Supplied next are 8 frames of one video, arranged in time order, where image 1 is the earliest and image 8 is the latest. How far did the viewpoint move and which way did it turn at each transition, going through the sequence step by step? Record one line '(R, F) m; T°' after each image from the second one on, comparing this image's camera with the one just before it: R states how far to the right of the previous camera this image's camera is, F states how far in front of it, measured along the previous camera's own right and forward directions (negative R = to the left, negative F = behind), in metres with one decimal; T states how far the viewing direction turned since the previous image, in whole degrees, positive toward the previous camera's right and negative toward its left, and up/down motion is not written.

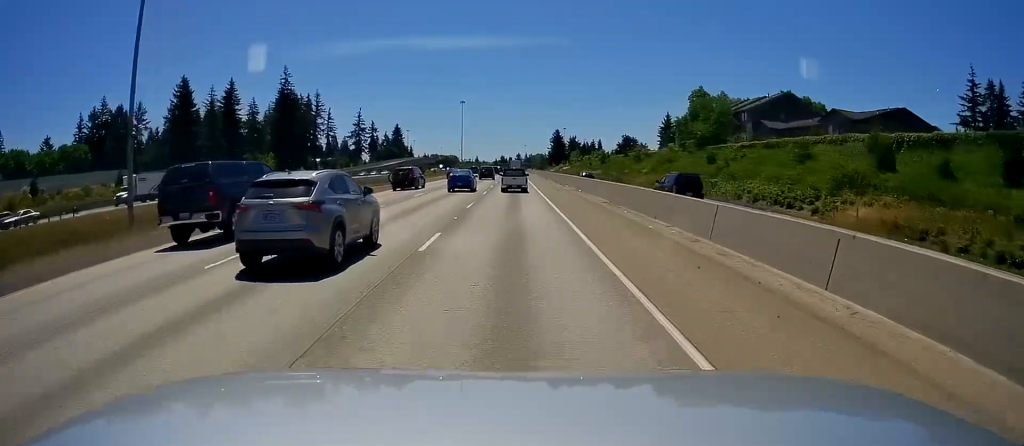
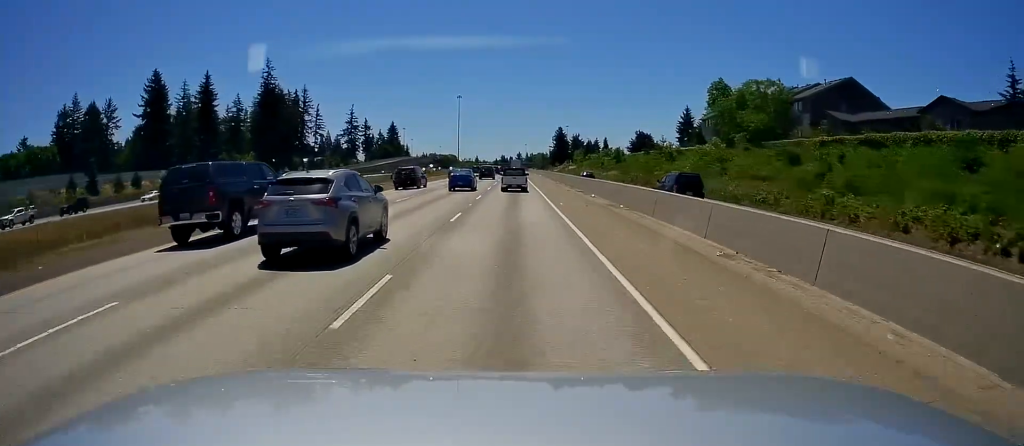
(-0.3, +18.4) m; 0°
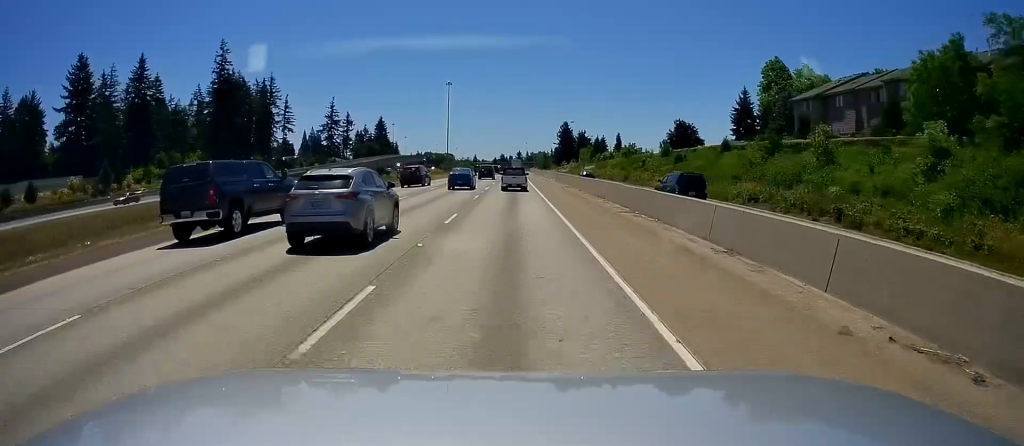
(+0.9, +38.0) m; 0°
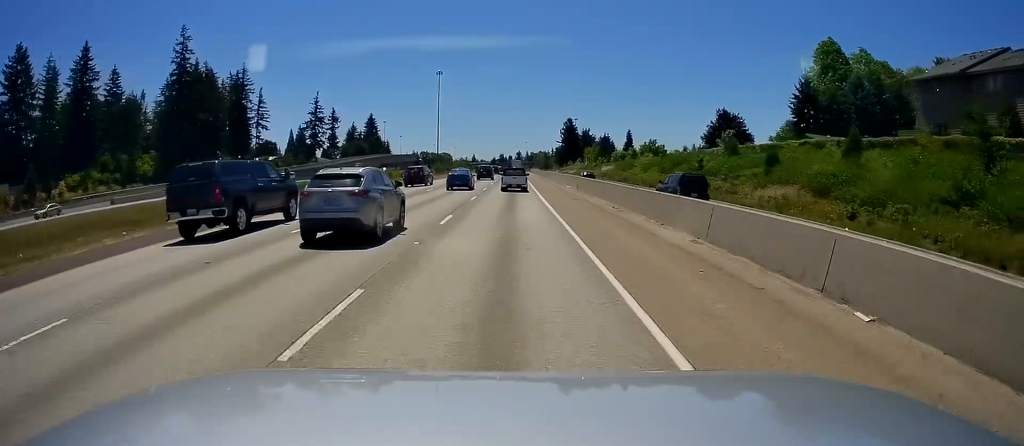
(-0.4, +24.9) m; -1°
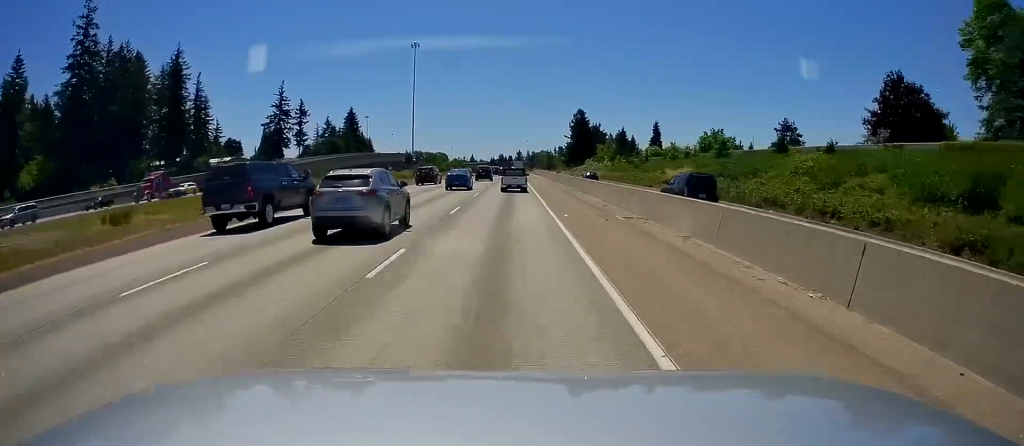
(+0.4, +44.6) m; 0°
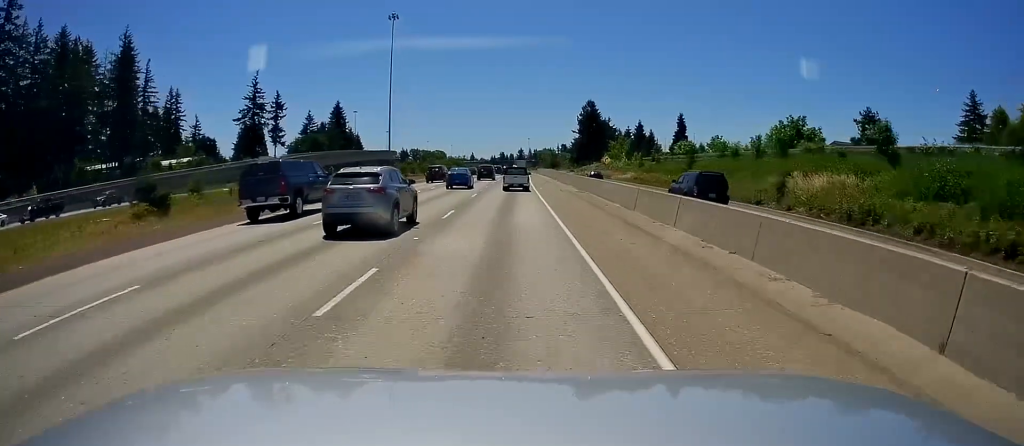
(-0.4, +27.0) m; -1°
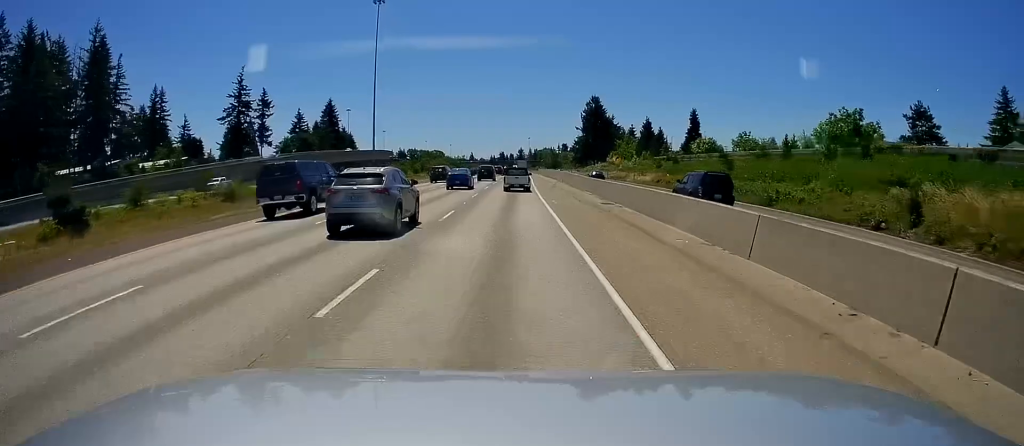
(-0.2, +12.1) m; 0°
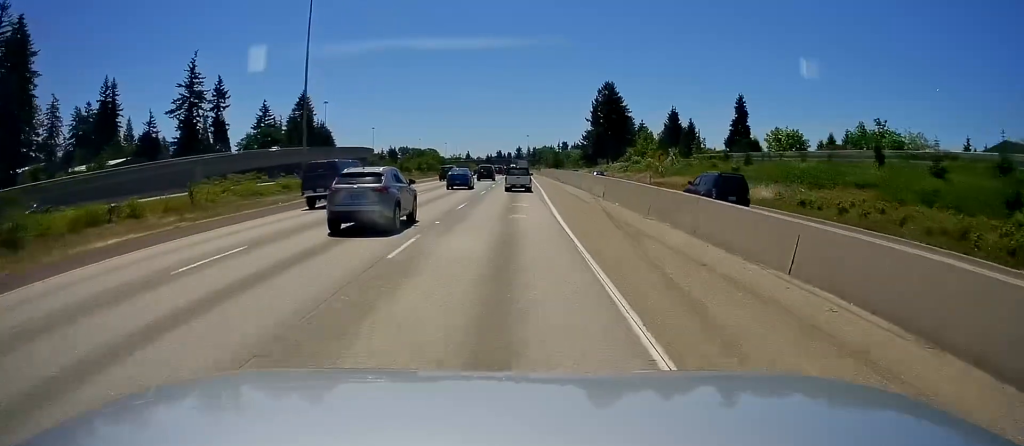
(+0.7, +32.4) m; +2°
